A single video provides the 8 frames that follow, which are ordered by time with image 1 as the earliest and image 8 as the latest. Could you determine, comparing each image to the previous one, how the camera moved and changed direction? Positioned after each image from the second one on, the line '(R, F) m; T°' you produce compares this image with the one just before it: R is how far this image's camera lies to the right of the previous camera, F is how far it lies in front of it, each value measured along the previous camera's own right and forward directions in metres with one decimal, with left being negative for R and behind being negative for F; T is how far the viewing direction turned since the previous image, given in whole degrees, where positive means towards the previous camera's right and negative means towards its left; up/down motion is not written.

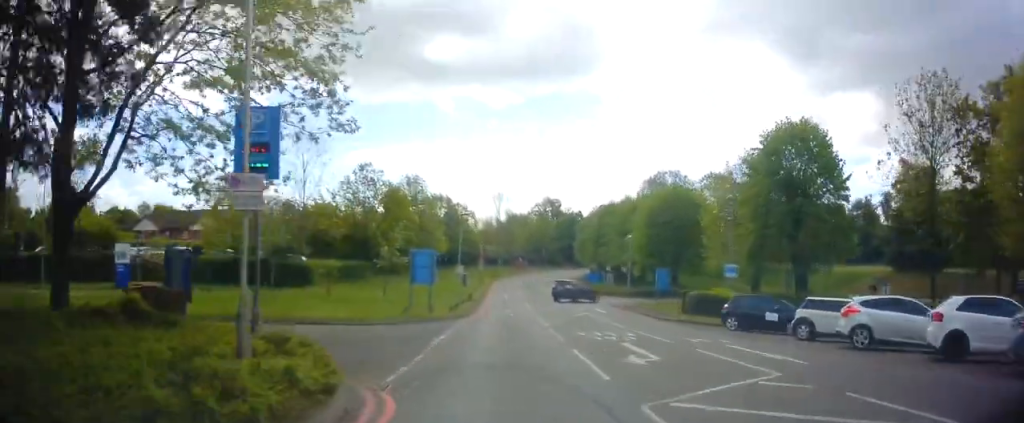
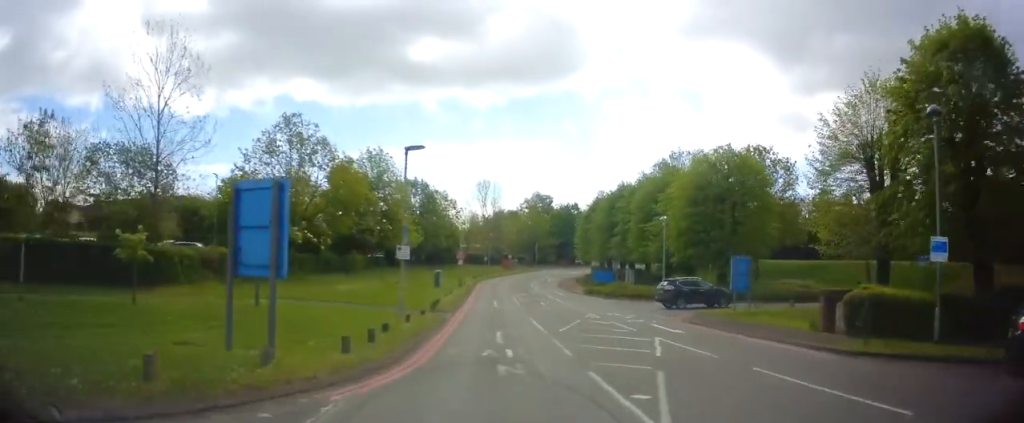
(+0.2, +15.4) m; +2°
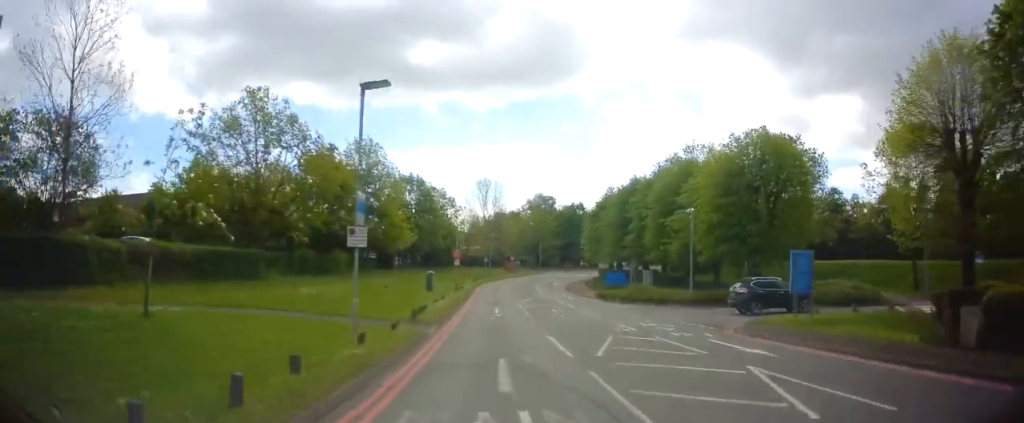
(+0.3, +5.5) m; 0°
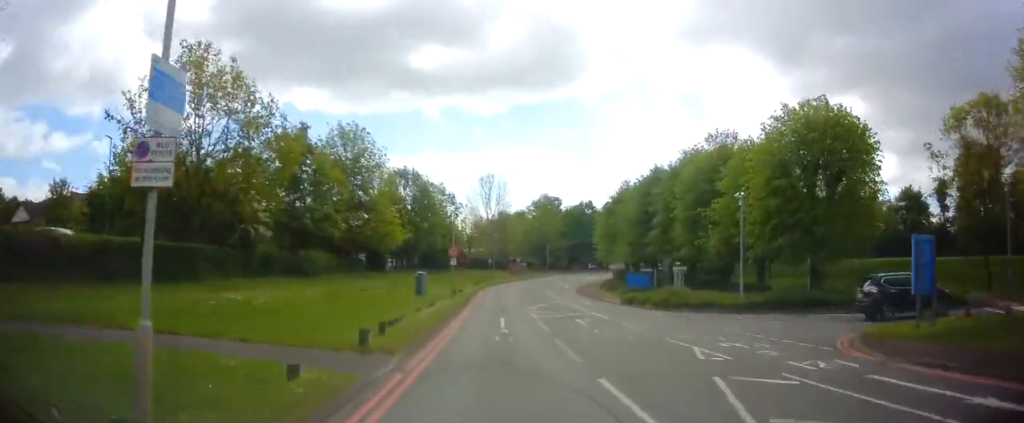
(-0.1, +6.8) m; 0°
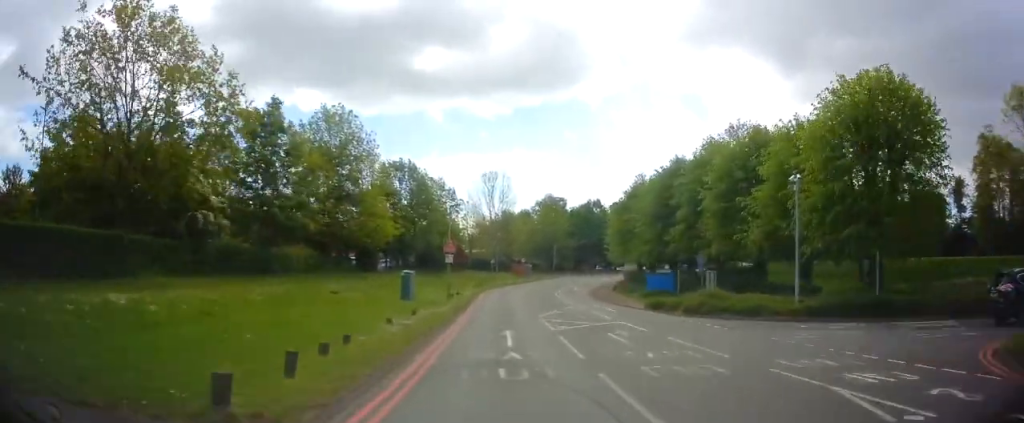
(-0.2, +5.3) m; 0°
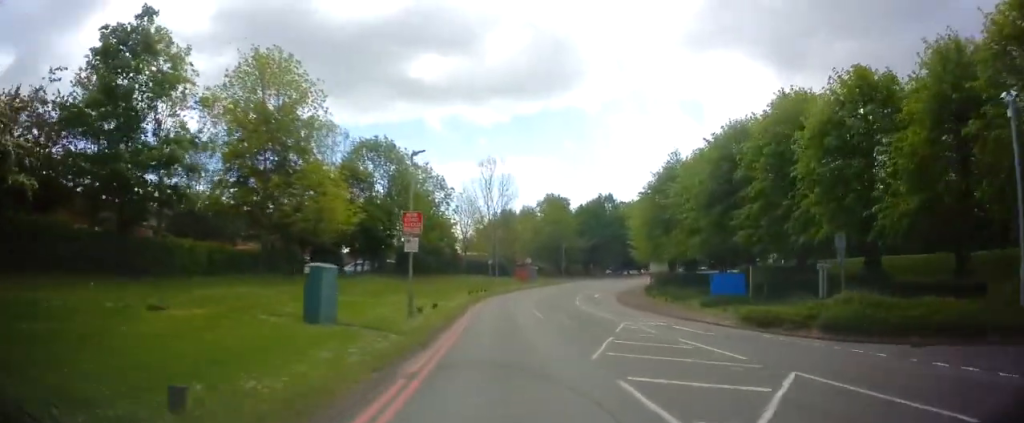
(+0.2, +12.3) m; 0°
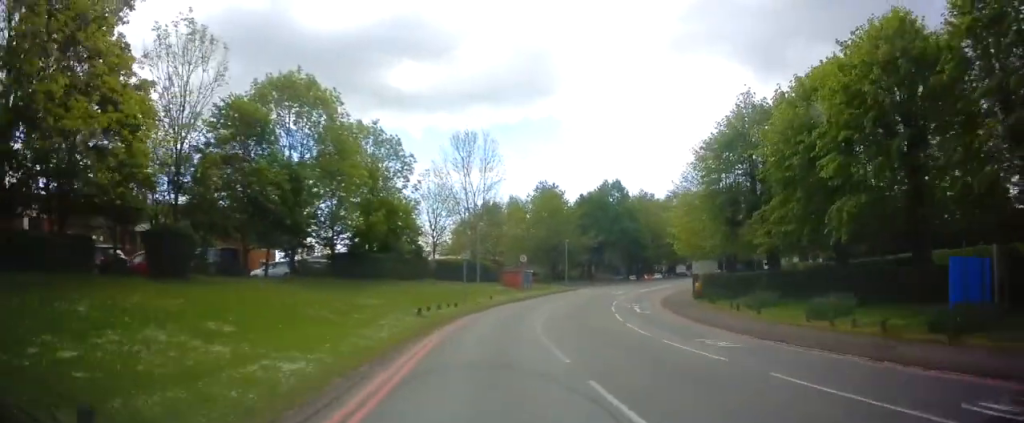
(+0.1, +17.9) m; +2°
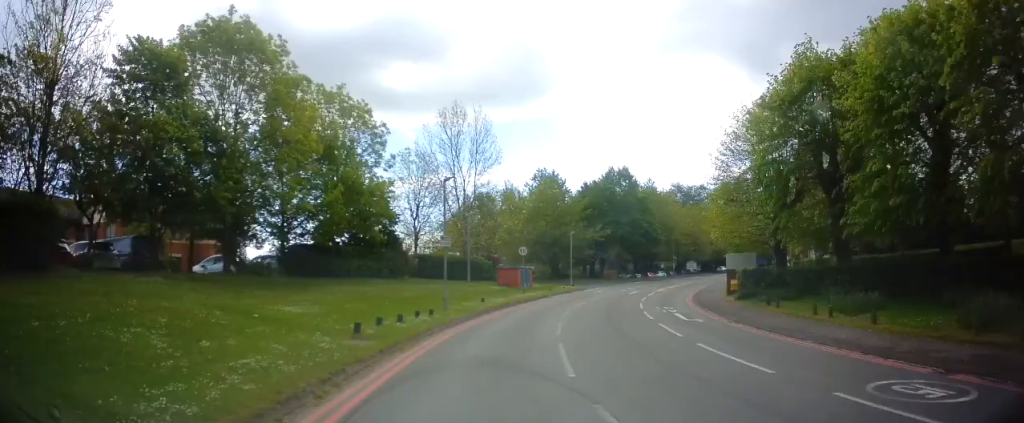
(+0.4, +8.0) m; +1°
